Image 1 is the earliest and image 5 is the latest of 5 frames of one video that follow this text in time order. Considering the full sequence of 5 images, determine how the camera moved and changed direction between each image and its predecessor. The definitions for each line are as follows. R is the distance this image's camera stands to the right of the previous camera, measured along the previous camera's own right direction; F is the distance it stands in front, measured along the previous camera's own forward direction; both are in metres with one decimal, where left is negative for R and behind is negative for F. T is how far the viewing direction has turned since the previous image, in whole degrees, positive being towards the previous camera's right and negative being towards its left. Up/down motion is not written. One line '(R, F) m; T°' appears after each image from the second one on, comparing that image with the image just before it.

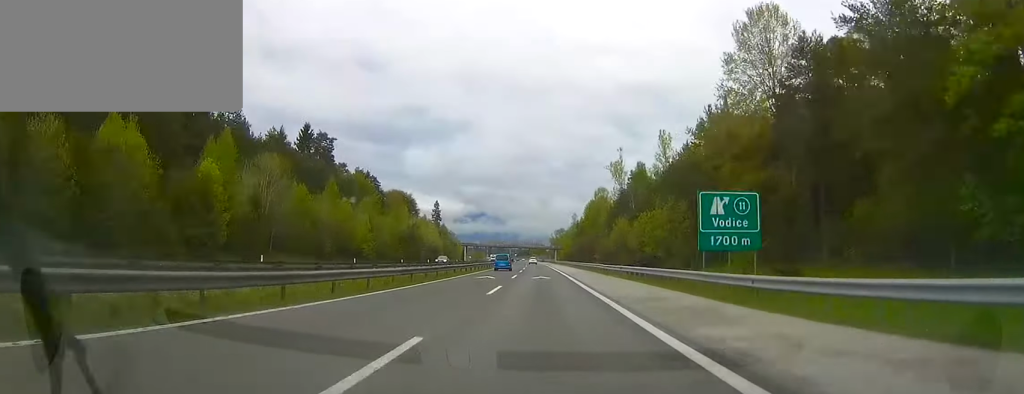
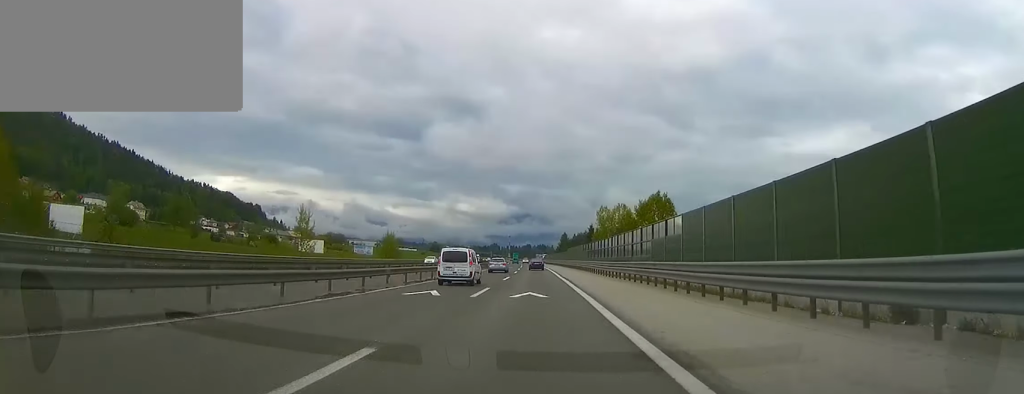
(-11.3, +367.2) m; -4°
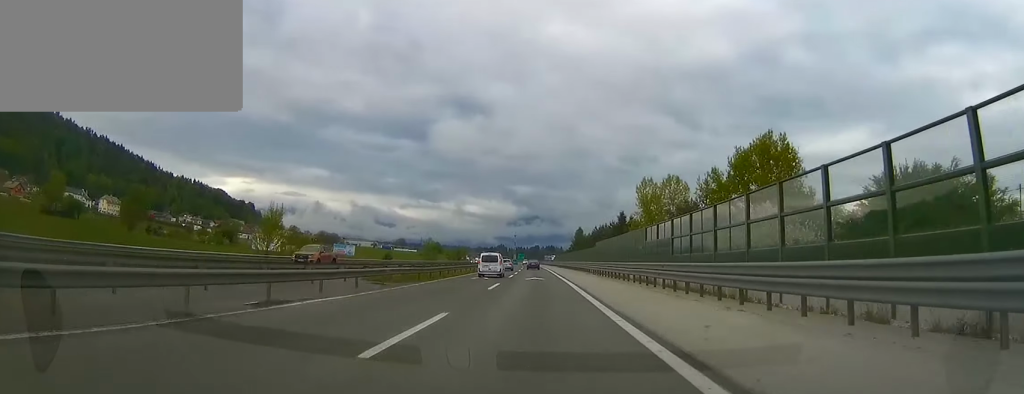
(-0.5, +49.2) m; -1°
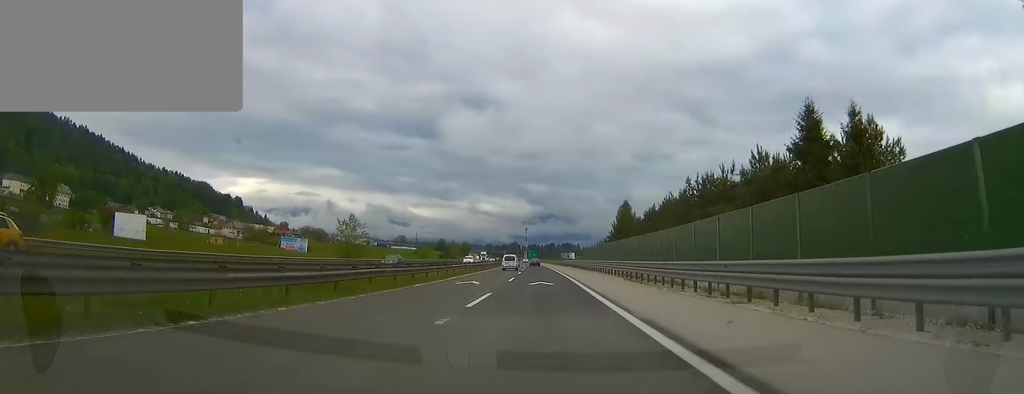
(-0.9, +79.7) m; -1°
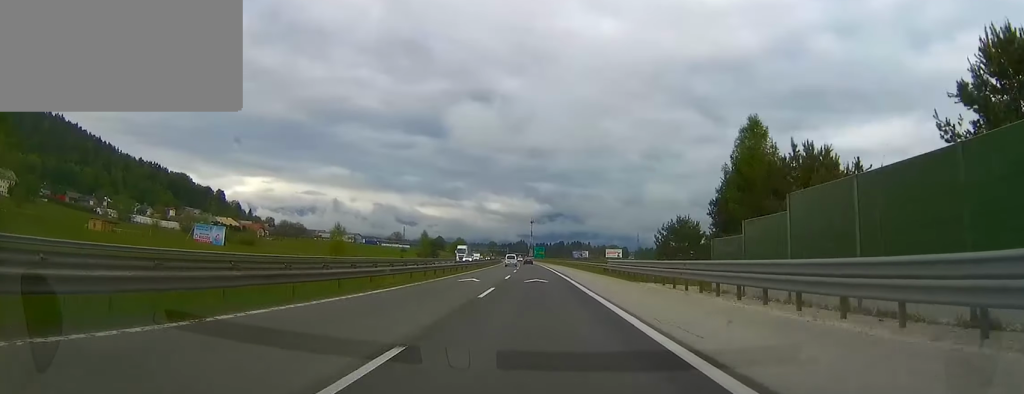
(-0.9, +67.6) m; -1°
